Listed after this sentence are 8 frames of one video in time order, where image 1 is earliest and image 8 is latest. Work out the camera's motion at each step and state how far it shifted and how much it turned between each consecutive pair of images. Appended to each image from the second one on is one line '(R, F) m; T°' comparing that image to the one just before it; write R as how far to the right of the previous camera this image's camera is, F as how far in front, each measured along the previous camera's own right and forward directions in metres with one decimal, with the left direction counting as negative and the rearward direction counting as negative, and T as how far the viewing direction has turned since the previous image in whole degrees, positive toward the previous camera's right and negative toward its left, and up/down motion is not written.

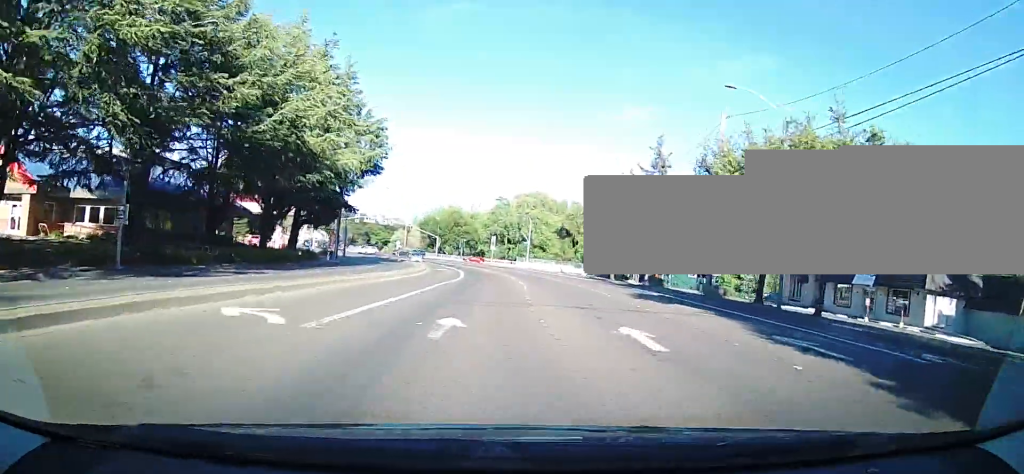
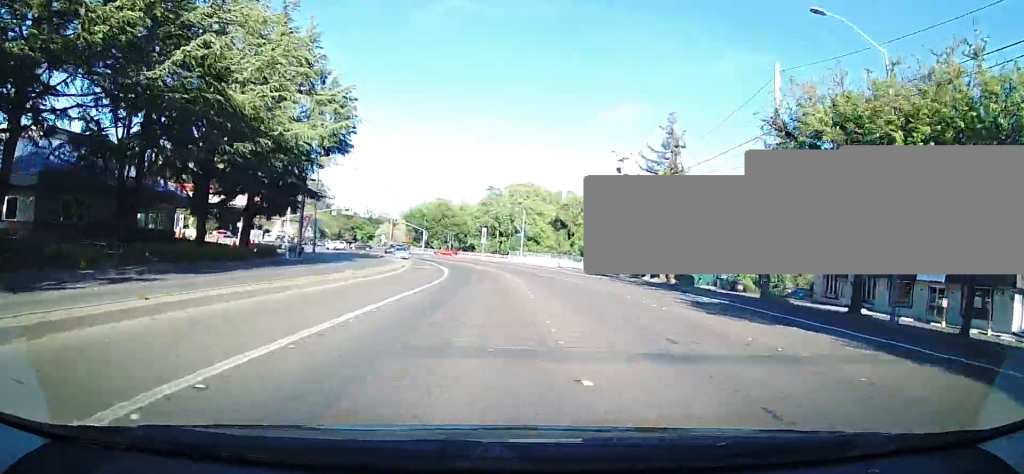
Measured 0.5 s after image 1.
(0.0, +8.4) m; 0°
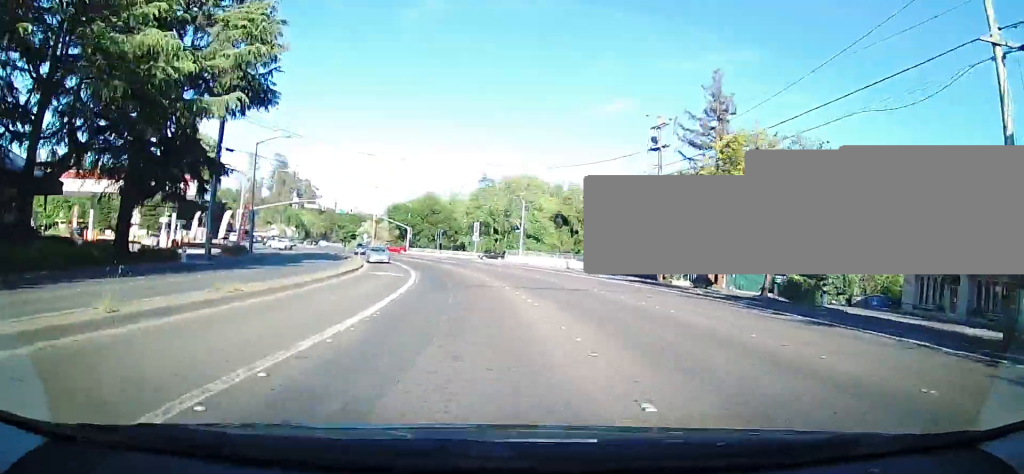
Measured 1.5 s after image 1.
(0.0, +14.5) m; +1°
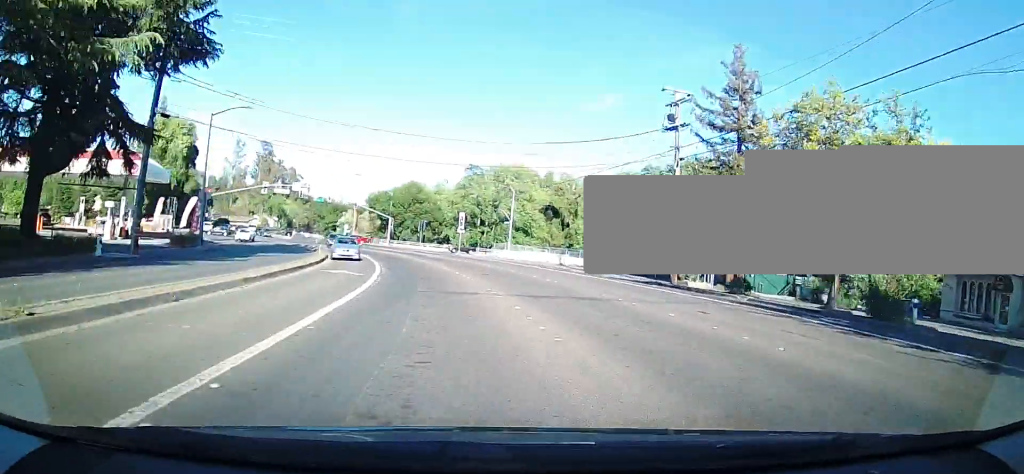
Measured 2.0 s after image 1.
(-0.1, +6.6) m; +1°
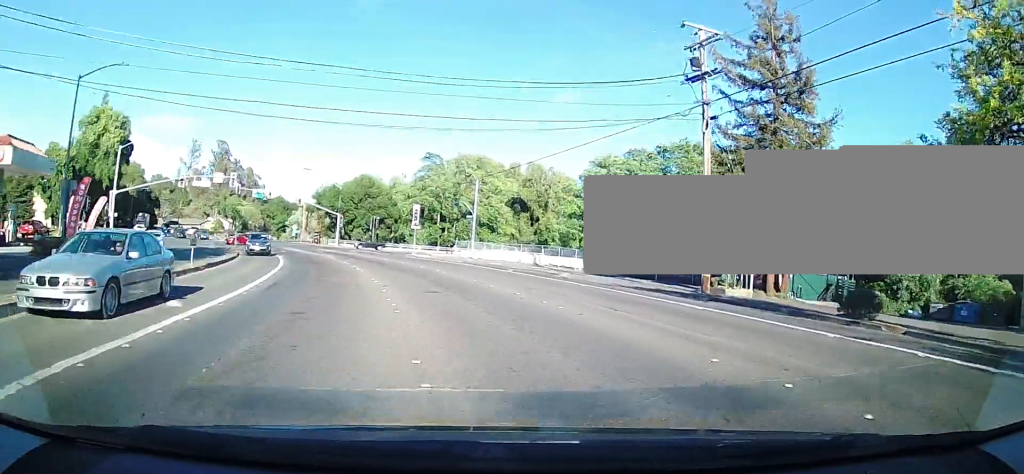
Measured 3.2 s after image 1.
(+0.7, +12.9) m; +4°
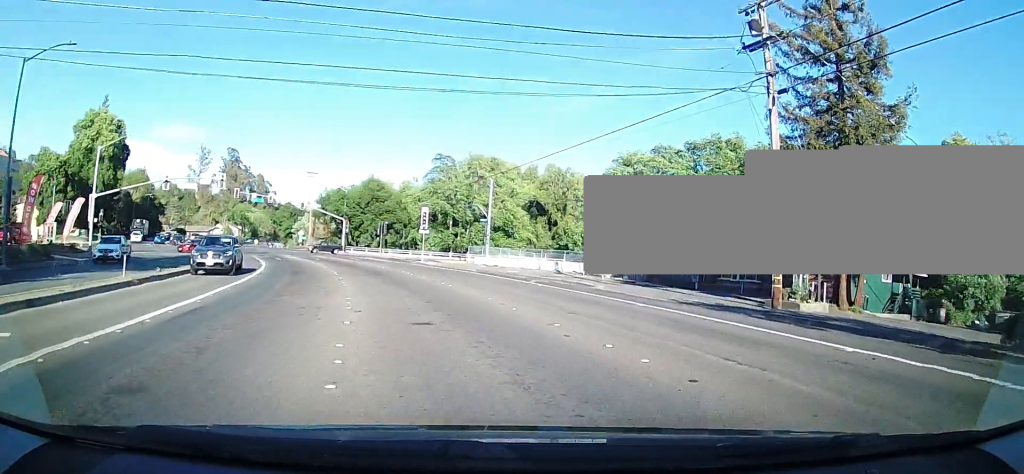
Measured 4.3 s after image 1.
(+0.1, +7.3) m; 0°
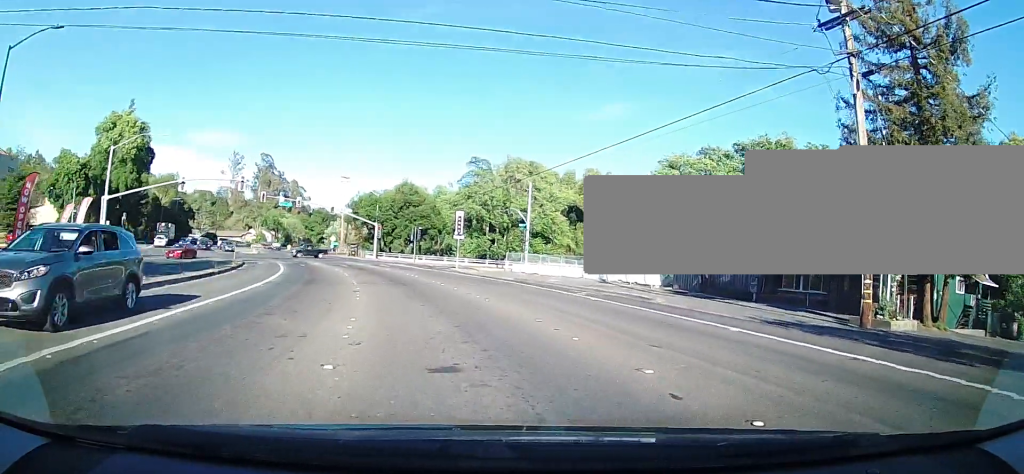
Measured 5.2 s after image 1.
(0.0, +4.6) m; -7°
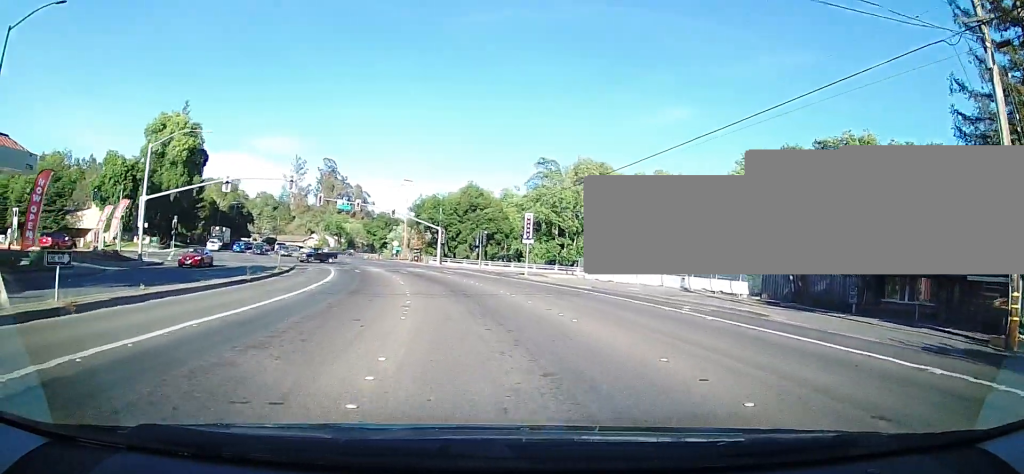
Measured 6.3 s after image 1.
(-0.6, +4.1) m; -8°
